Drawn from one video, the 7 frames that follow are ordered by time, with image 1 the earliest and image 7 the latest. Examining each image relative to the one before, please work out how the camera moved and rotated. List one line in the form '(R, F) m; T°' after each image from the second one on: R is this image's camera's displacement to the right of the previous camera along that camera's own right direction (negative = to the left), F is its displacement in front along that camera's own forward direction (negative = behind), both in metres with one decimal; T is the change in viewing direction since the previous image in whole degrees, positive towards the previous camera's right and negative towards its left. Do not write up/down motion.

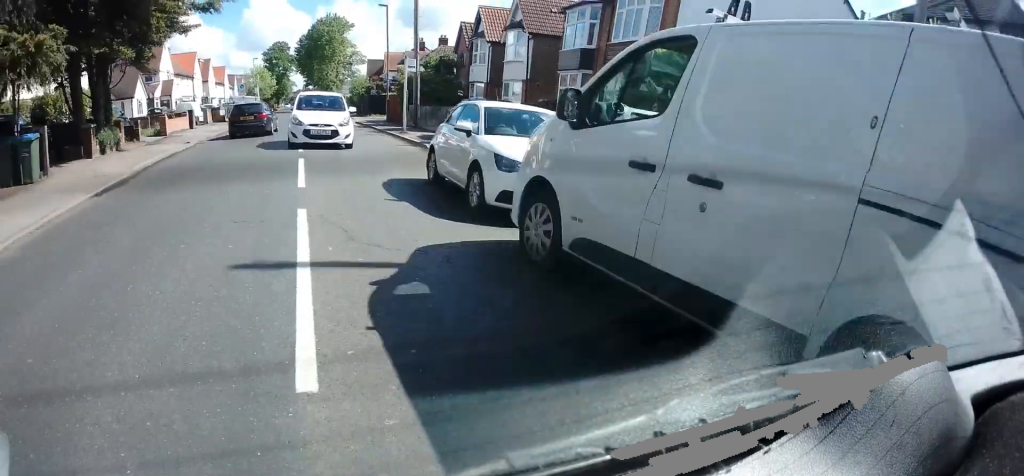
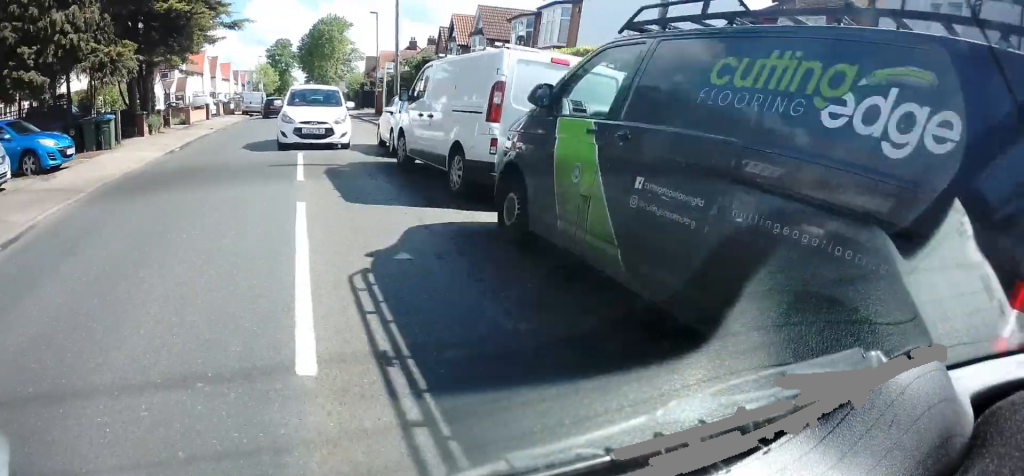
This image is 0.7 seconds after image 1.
(0.0, +5.9) m; -1°
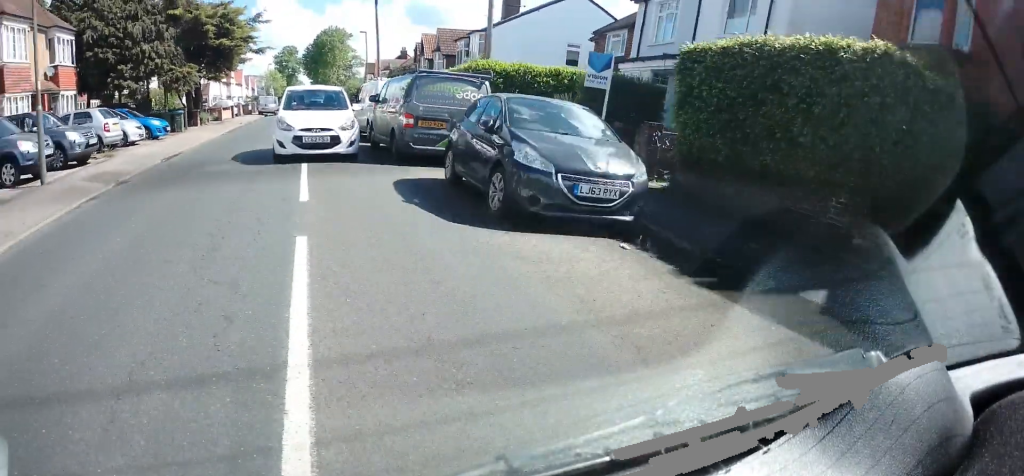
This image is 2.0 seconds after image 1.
(-0.1, +9.9) m; -1°
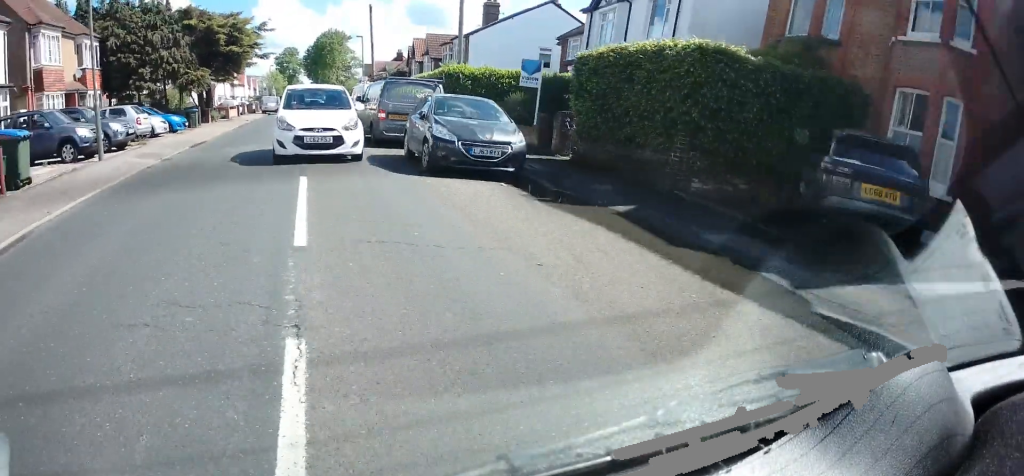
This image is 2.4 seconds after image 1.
(0.0, +3.6) m; 0°
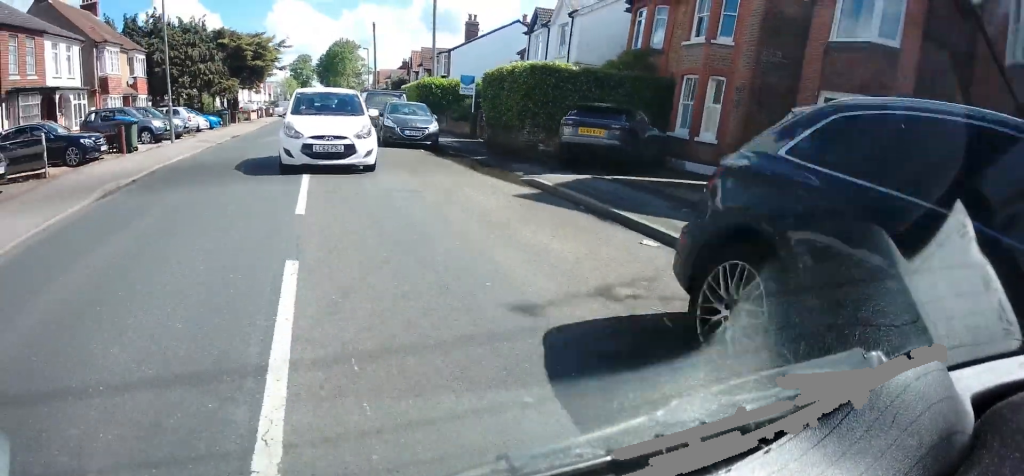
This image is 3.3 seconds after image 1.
(0.0, +7.0) m; 0°
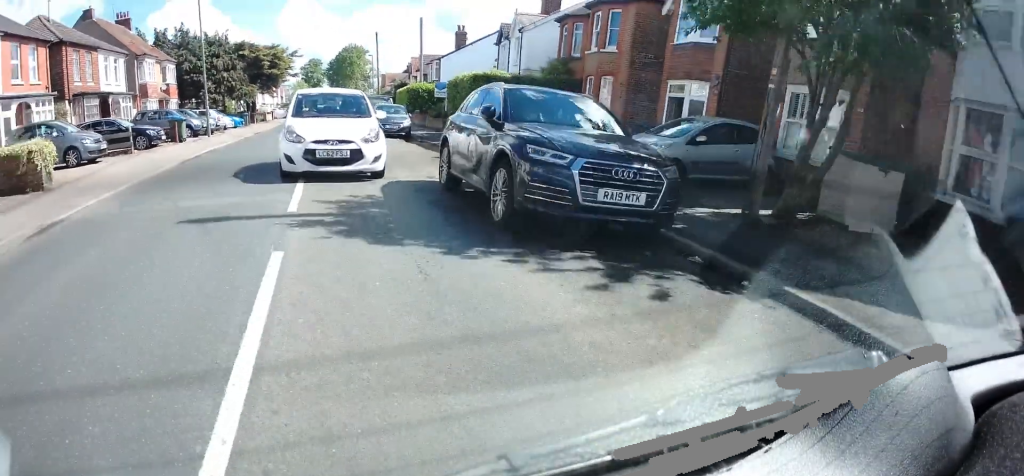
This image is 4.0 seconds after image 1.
(0.0, +6.0) m; 0°
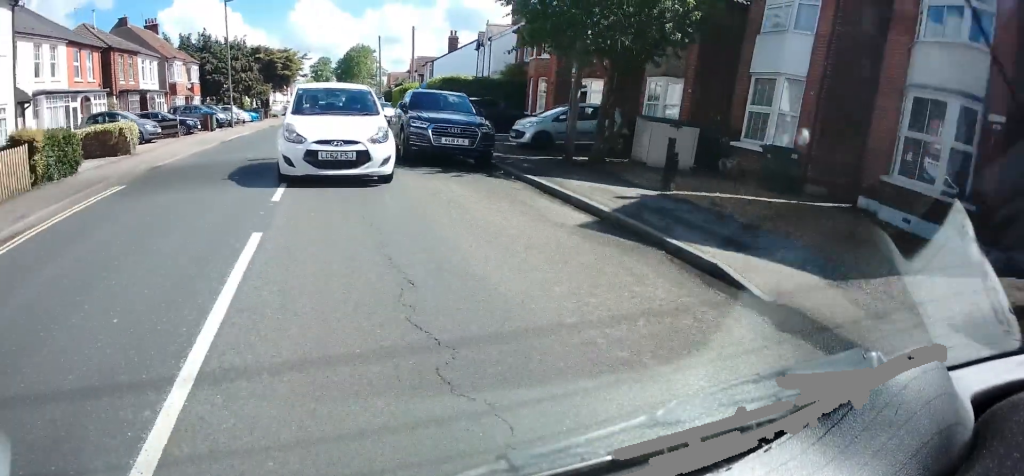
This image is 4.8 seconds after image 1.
(0.0, +6.3) m; -2°
